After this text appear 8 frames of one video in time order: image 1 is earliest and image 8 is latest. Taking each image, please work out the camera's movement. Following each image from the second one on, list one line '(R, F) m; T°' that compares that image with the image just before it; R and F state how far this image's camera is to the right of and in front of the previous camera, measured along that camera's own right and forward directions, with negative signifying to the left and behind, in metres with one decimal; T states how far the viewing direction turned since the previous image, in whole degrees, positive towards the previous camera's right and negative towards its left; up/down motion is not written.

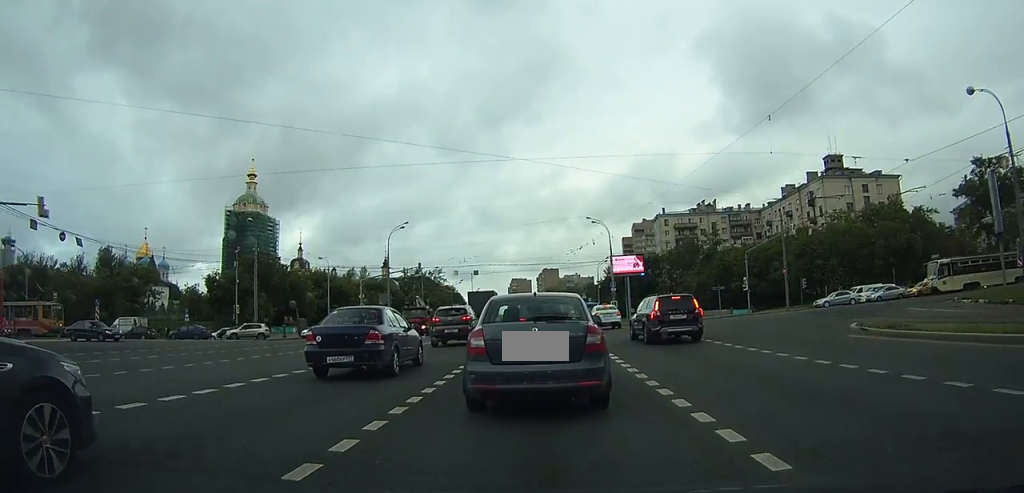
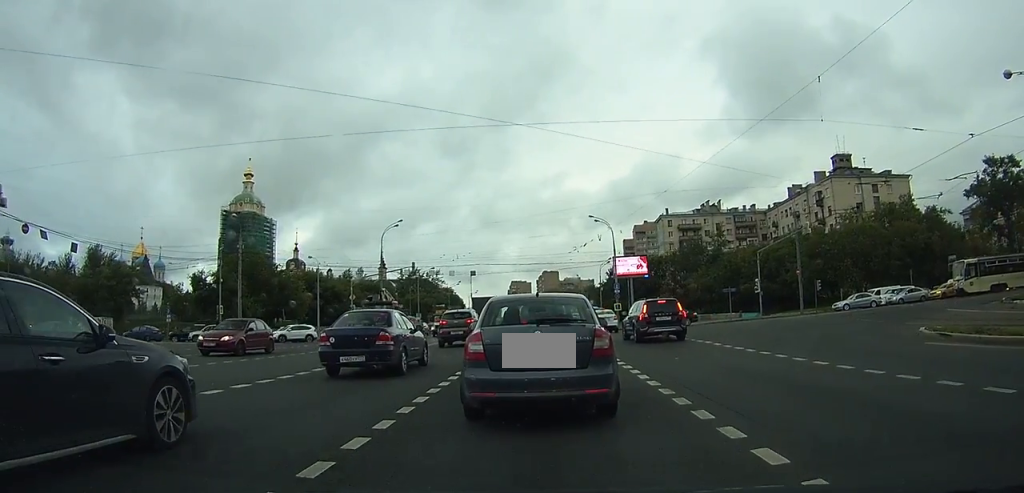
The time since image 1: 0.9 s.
(-0.1, +3.8) m; -1°
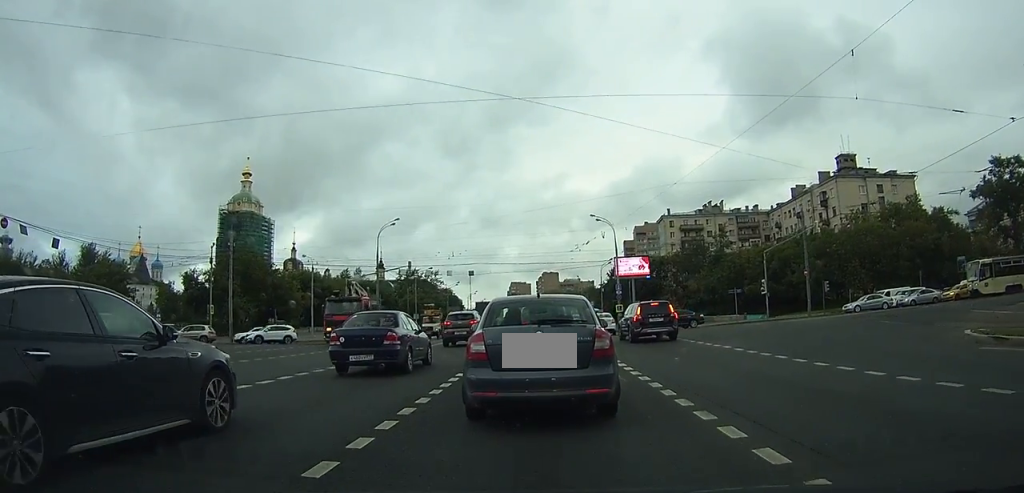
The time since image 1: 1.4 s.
(0.0, +2.1) m; 0°
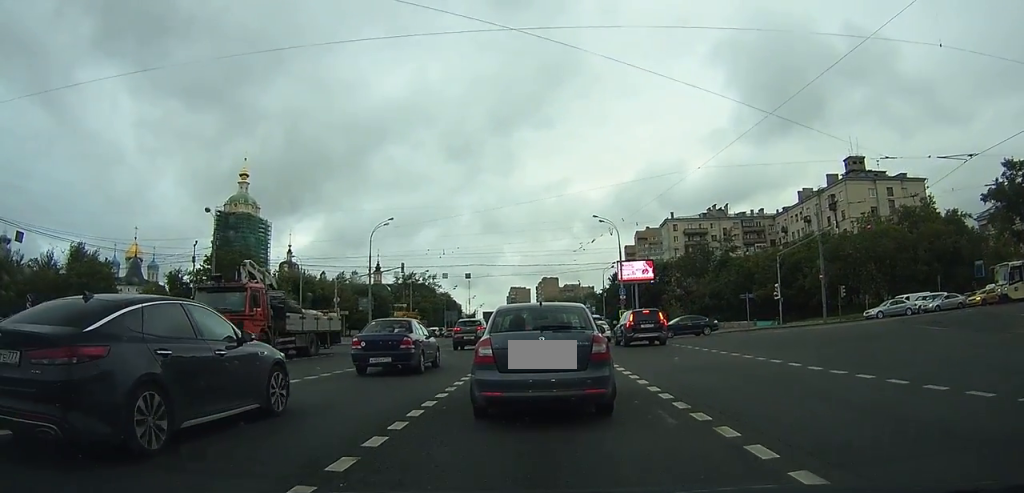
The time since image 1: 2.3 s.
(0.0, +3.9) m; +1°
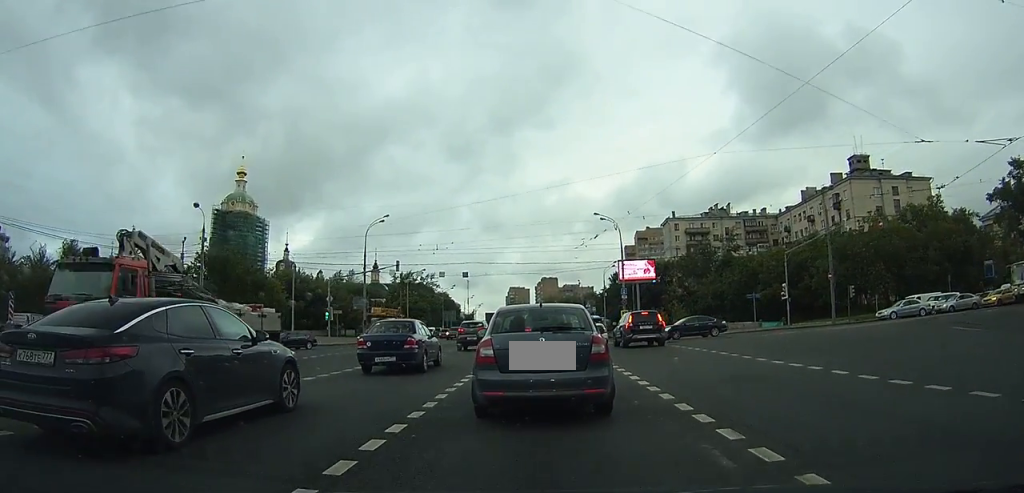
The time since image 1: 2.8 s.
(0.0, +2.0) m; 0°
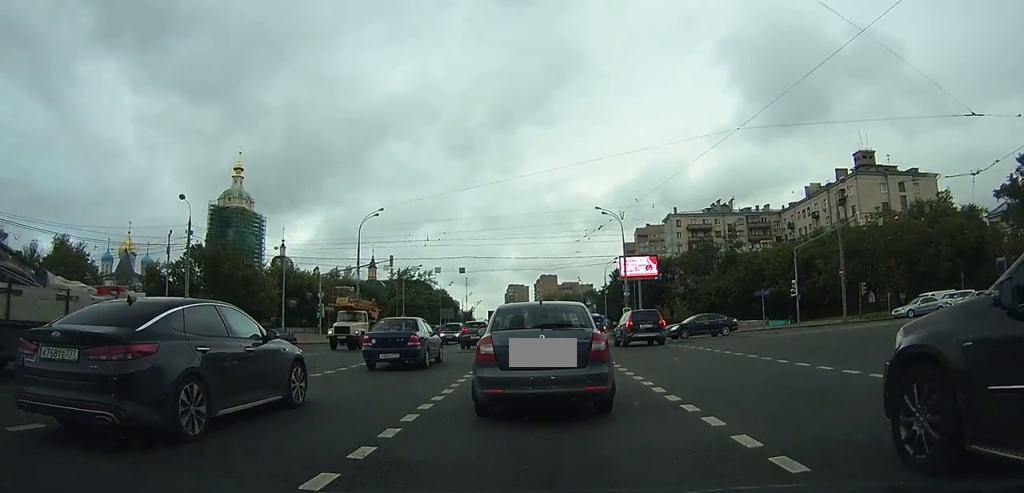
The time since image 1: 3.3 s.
(0.0, +2.1) m; 0°
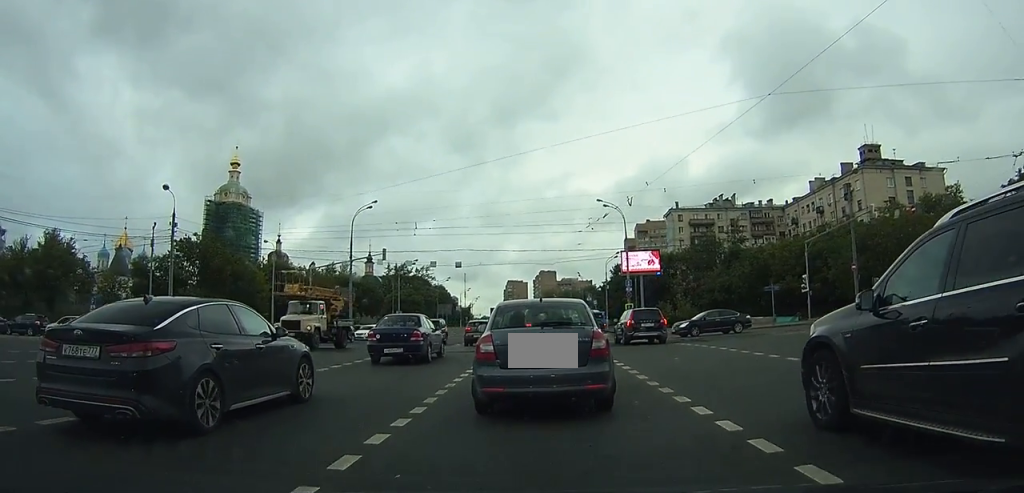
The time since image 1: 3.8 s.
(0.0, +2.3) m; 0°
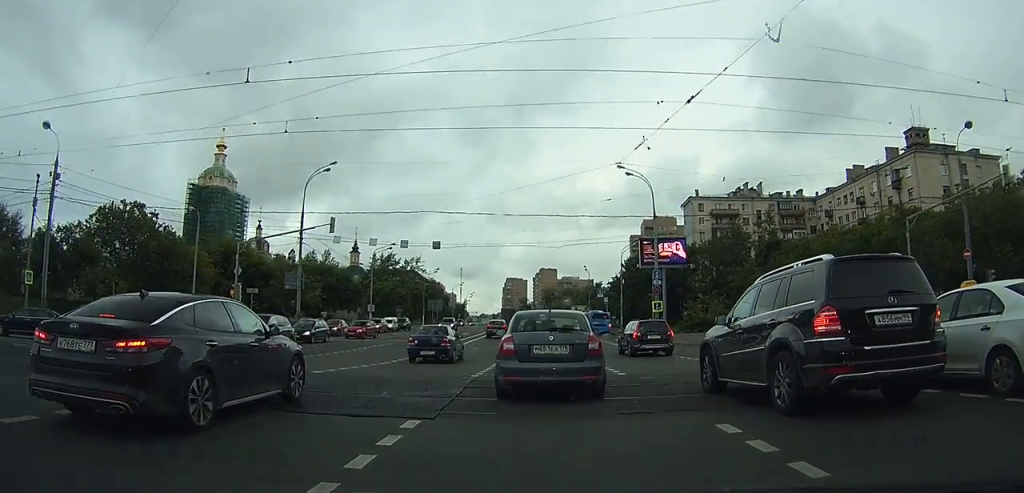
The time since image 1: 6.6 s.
(-0.4, +15.5) m; -2°
